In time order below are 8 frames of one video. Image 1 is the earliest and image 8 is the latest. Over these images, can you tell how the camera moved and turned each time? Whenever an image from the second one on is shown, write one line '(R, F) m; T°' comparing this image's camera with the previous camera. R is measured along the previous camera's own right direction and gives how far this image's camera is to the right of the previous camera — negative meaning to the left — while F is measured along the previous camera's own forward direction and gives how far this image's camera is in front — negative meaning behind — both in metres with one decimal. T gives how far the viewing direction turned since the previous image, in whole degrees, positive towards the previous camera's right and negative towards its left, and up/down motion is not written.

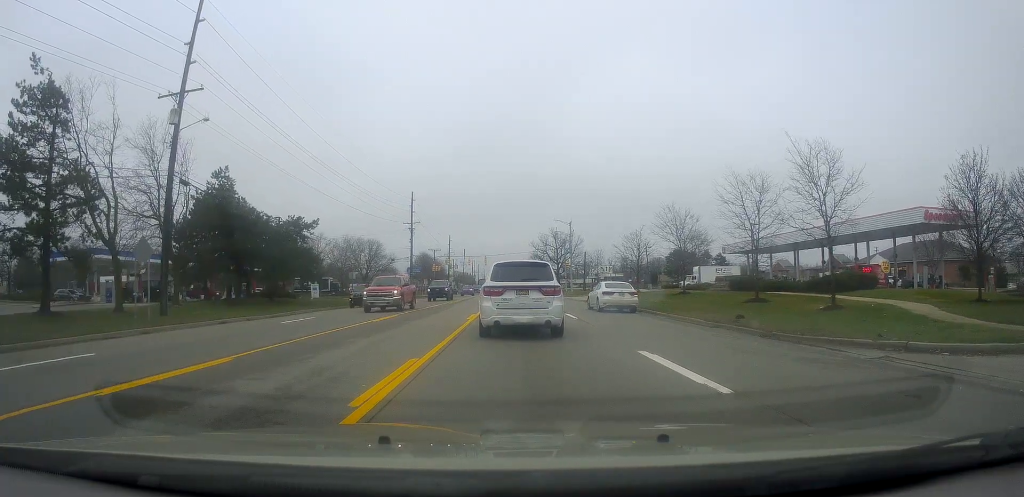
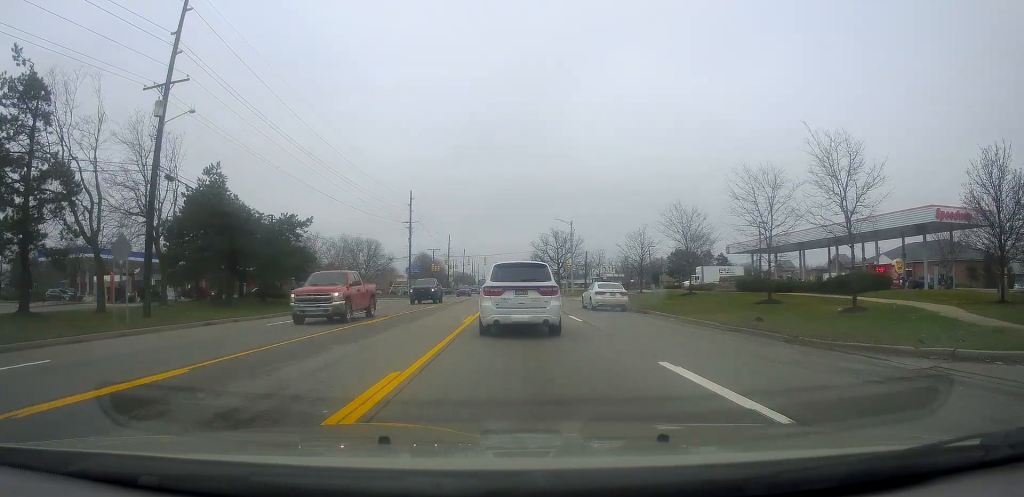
(0.0, +1.5) m; 0°
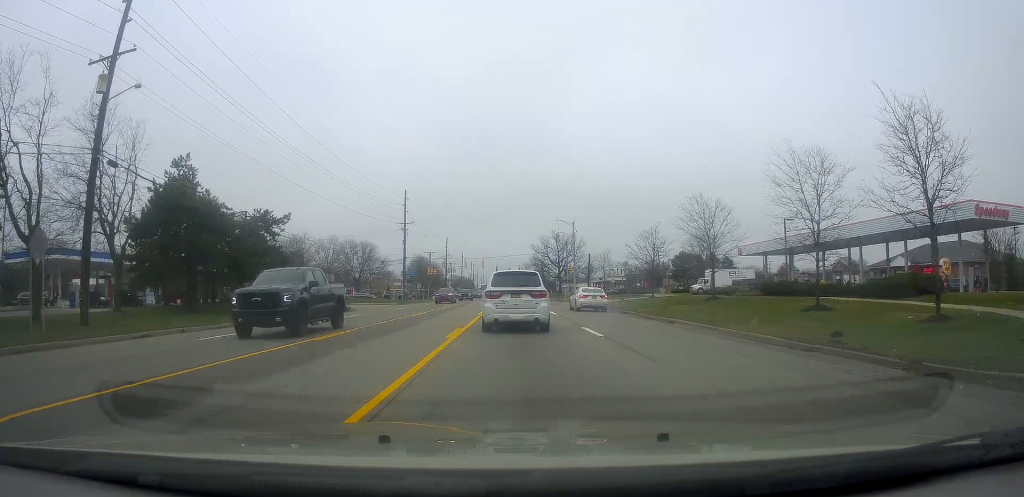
(0.0, +4.3) m; 0°
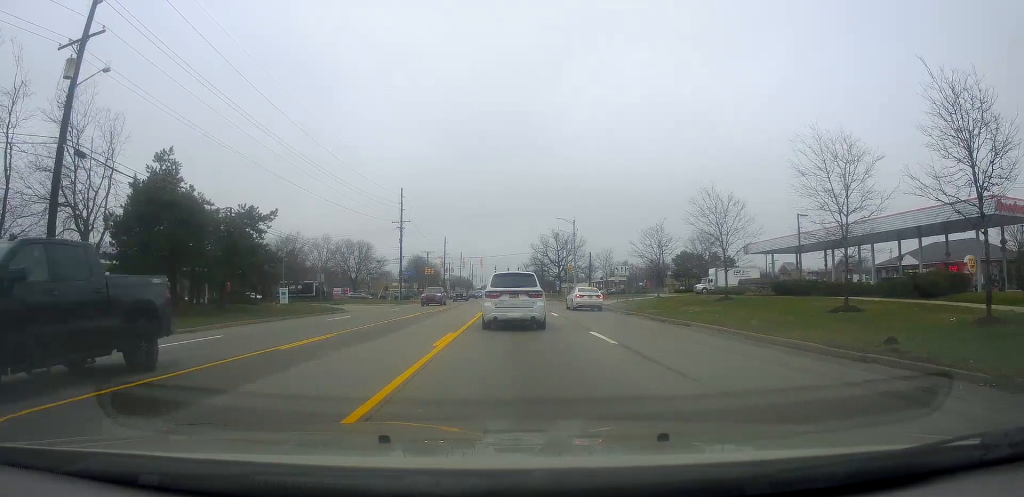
(0.0, +1.8) m; 0°
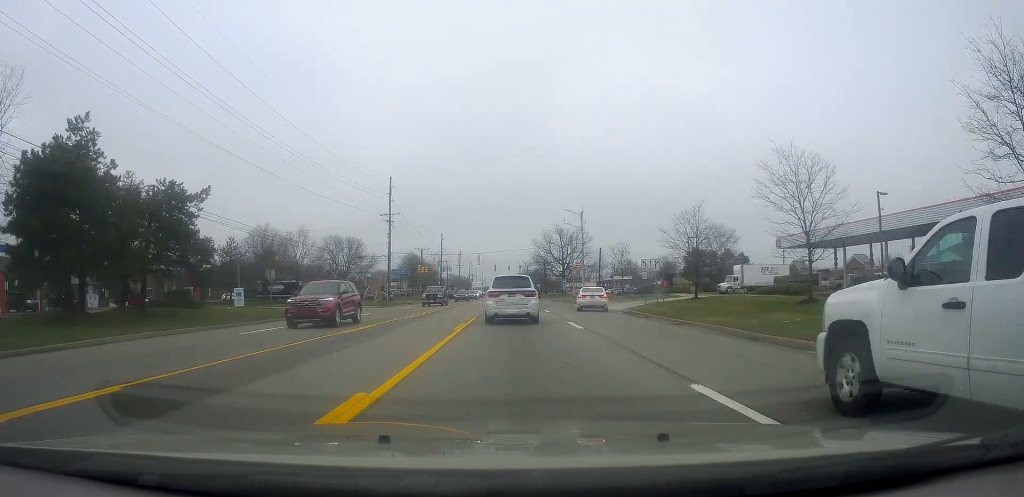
(0.0, +8.1) m; -4°
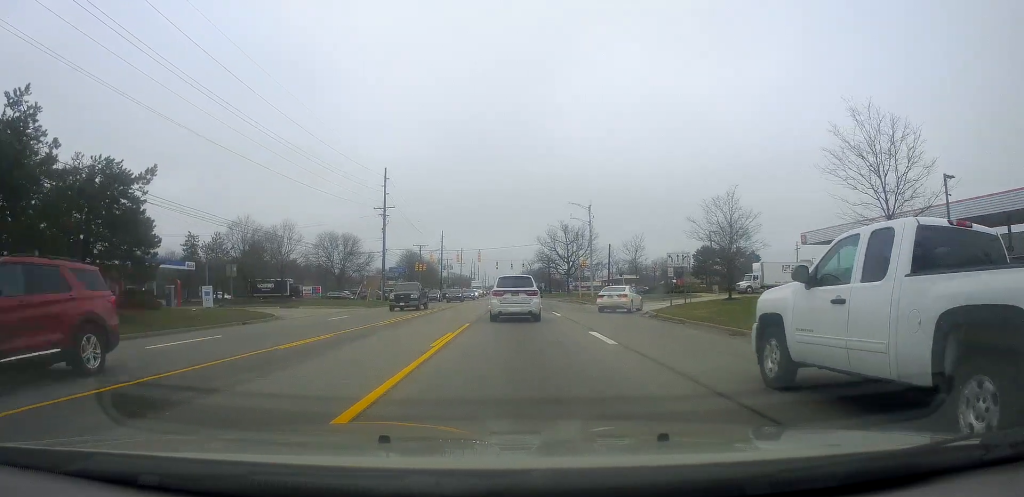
(-0.2, +4.9) m; -2°
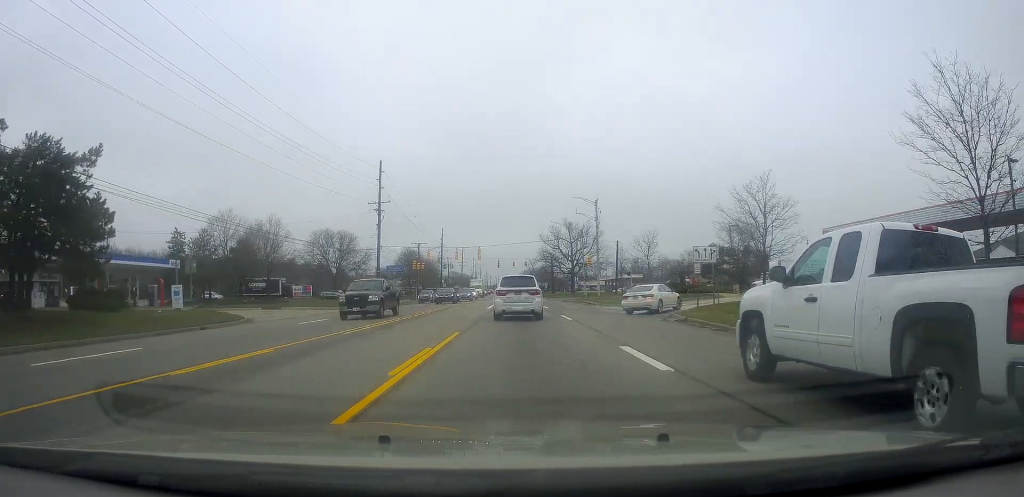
(-0.4, +3.8) m; +1°
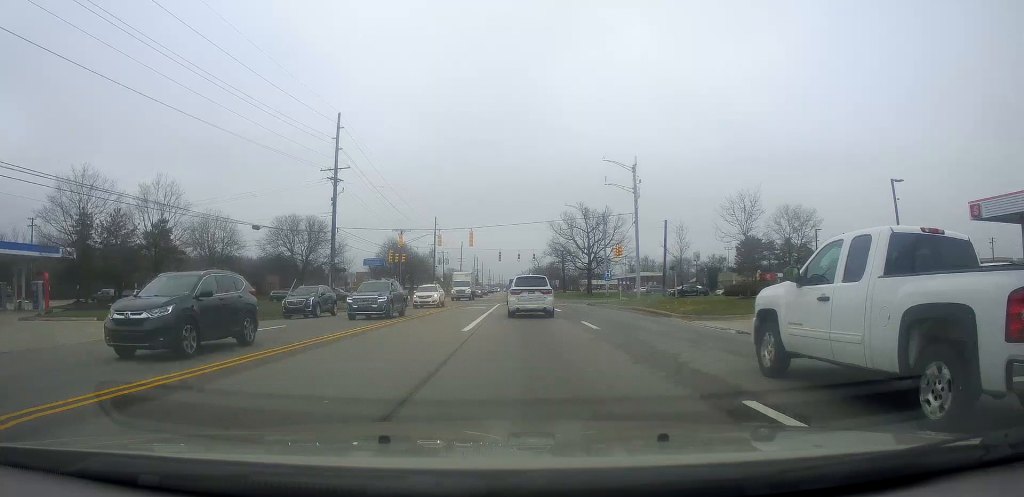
(+0.9, +20.0) m; +3°
